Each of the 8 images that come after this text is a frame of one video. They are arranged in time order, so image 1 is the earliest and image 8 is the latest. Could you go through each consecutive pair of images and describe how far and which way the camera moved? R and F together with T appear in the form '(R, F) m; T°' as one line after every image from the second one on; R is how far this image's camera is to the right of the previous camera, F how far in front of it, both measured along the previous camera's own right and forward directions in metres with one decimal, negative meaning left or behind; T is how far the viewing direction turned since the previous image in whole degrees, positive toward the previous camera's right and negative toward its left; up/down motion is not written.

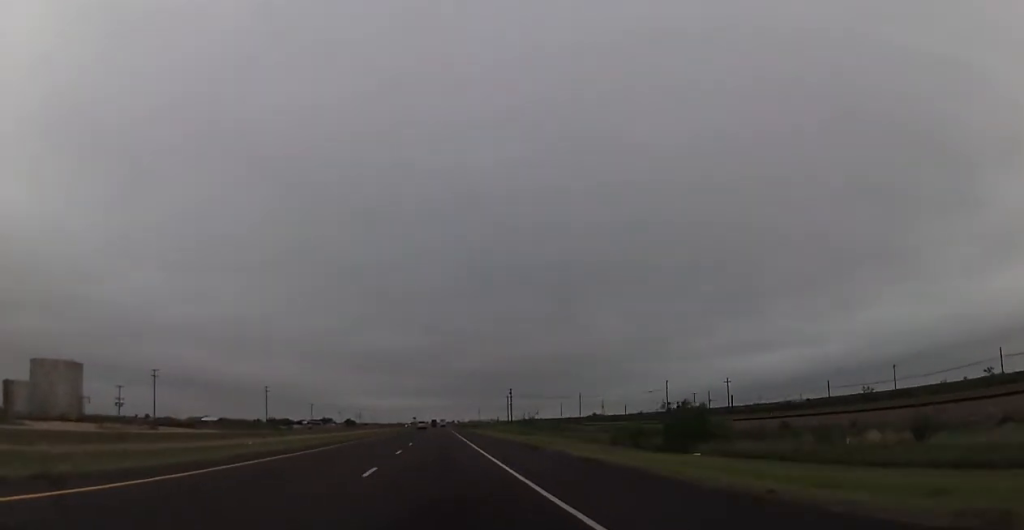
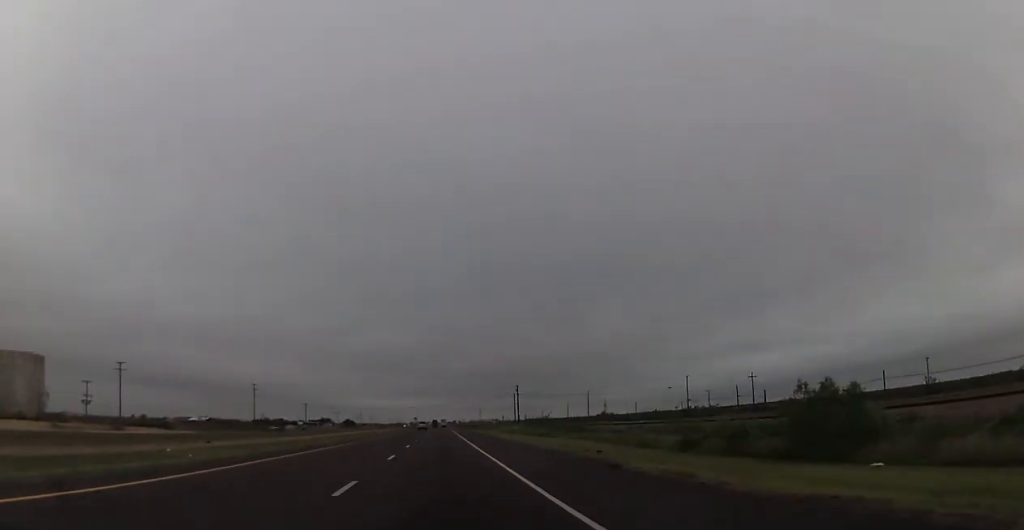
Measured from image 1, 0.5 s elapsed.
(0.0, +16.6) m; 0°
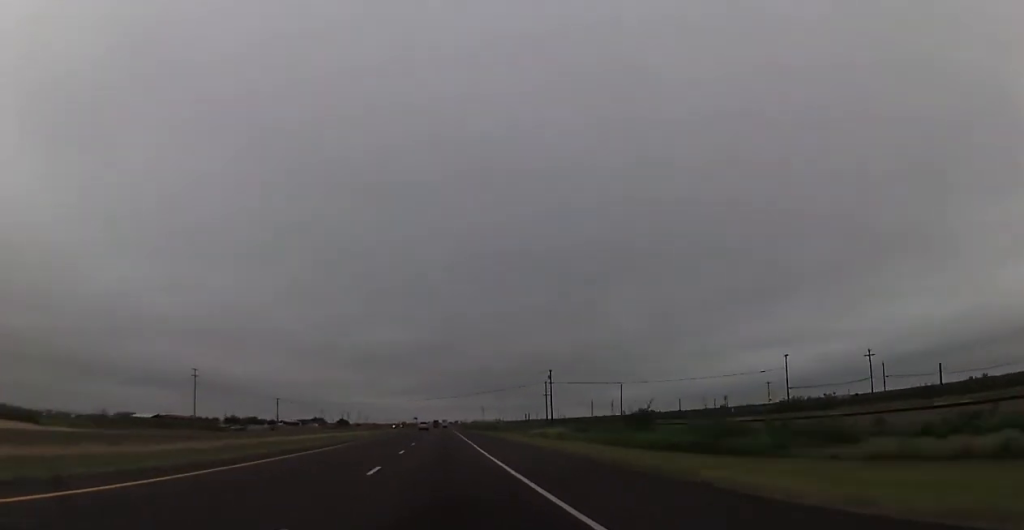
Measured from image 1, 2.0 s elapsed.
(+0.3, +55.6) m; +1°
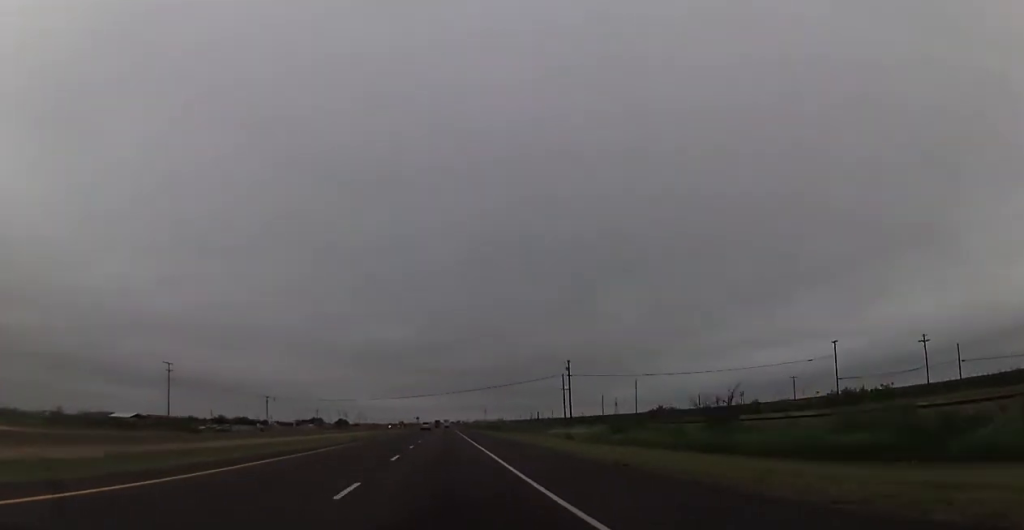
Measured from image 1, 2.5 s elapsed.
(+0.2, +17.7) m; 0°
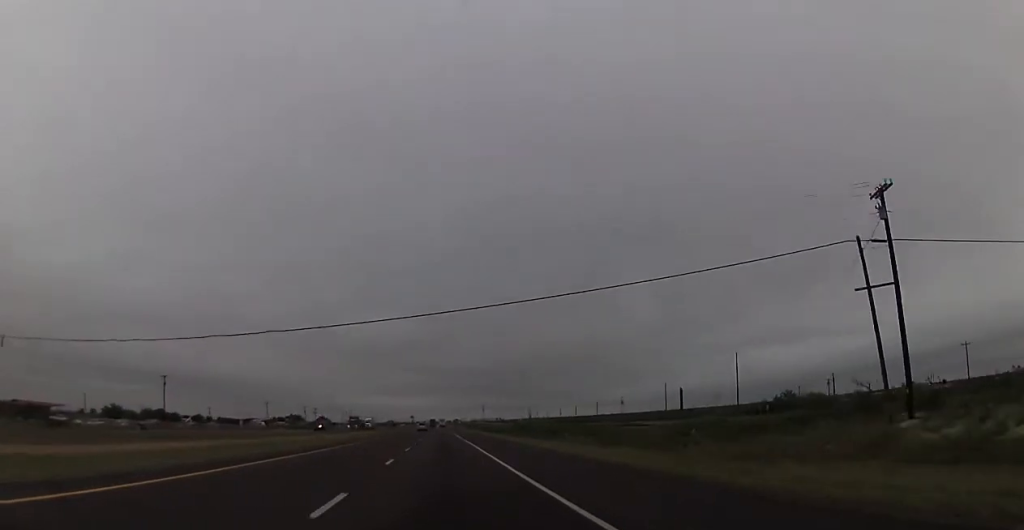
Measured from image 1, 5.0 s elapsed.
(-0.1, +87.4) m; 0°
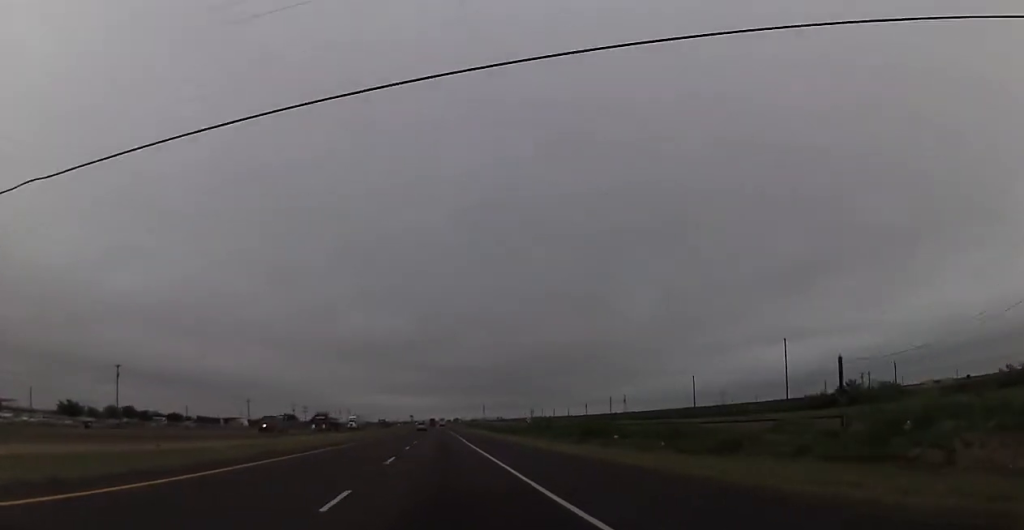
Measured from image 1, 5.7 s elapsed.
(-0.3, +23.6) m; 0°
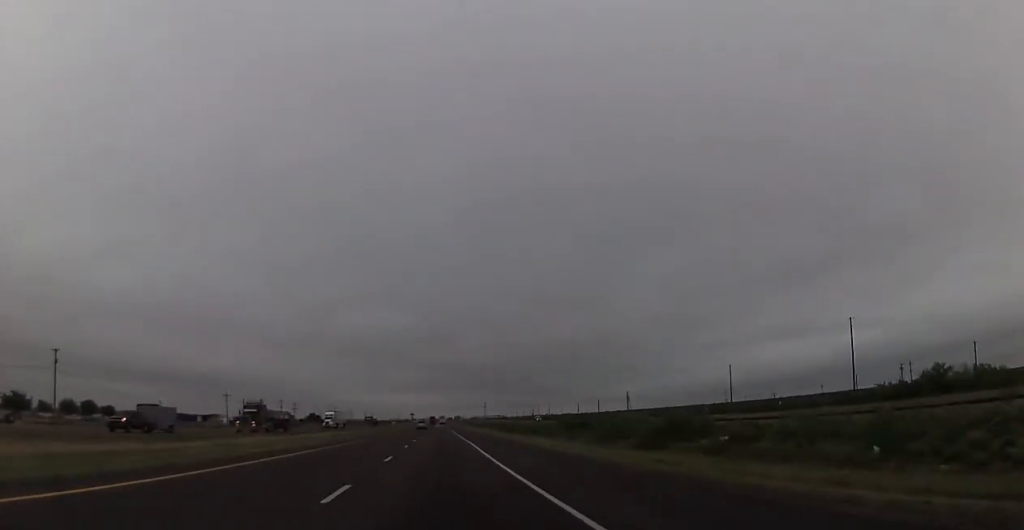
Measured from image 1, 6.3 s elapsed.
(+0.3, +23.6) m; 0°
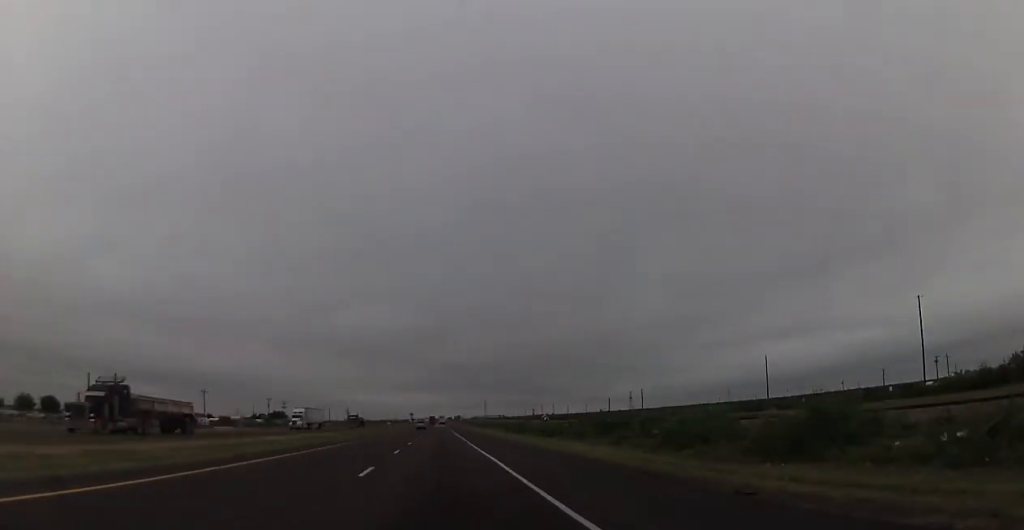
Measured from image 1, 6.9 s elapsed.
(+0.1, +18.8) m; 0°
